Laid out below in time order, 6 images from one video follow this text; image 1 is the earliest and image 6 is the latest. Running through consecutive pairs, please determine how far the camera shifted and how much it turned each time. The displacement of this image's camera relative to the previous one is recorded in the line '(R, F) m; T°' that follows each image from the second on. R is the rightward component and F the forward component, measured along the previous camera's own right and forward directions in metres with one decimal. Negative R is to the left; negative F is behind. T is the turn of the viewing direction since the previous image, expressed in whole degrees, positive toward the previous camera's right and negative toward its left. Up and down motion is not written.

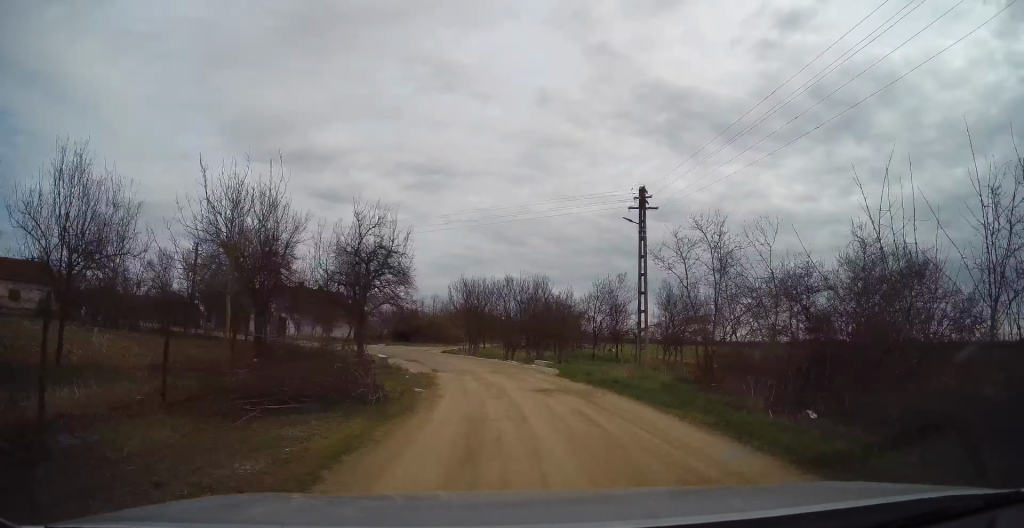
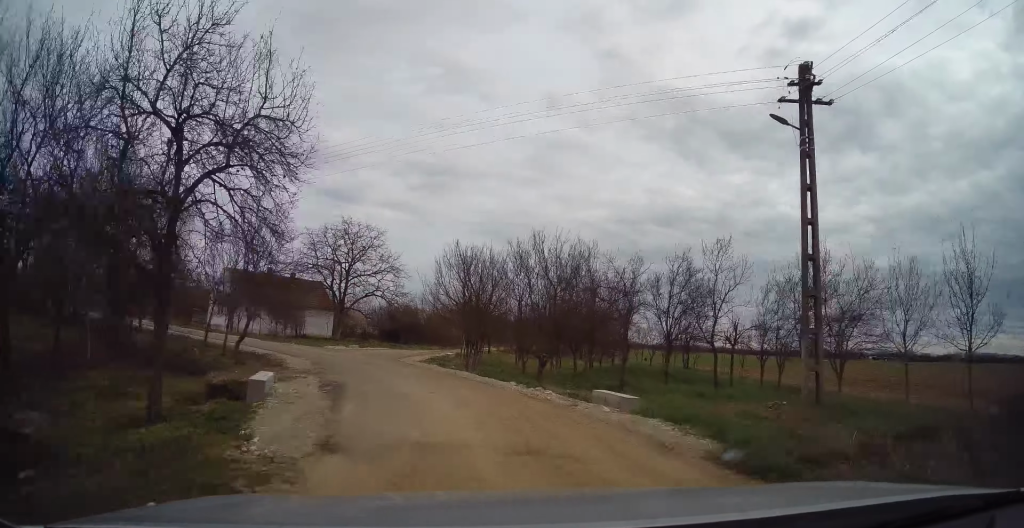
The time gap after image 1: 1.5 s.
(+0.5, +11.9) m; +2°
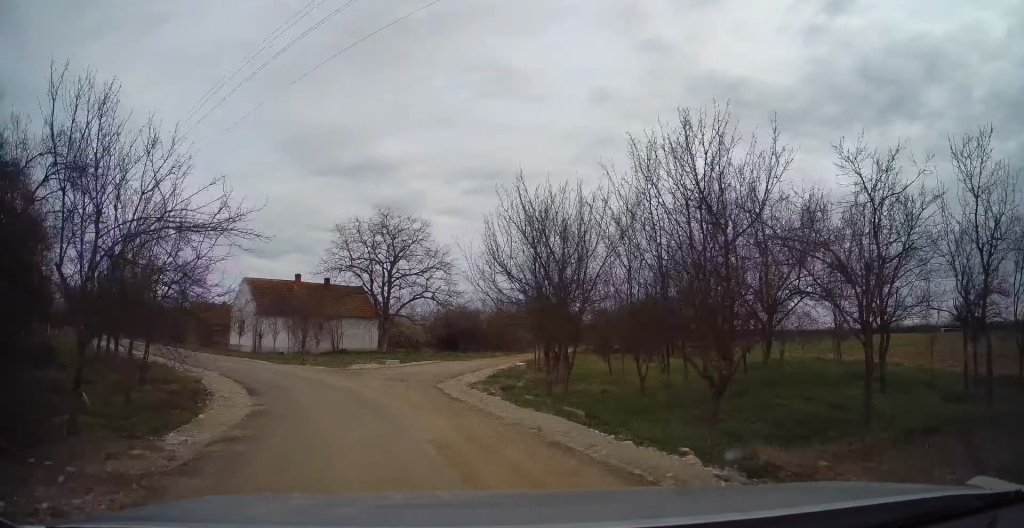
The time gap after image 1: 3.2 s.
(-0.3, +10.3) m; -7°
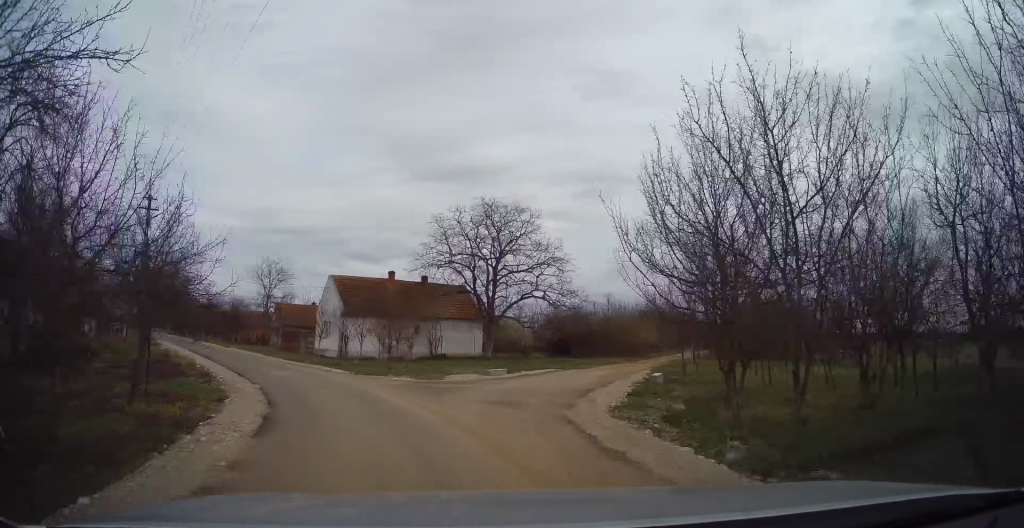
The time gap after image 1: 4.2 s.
(-0.6, +5.5) m; -9°
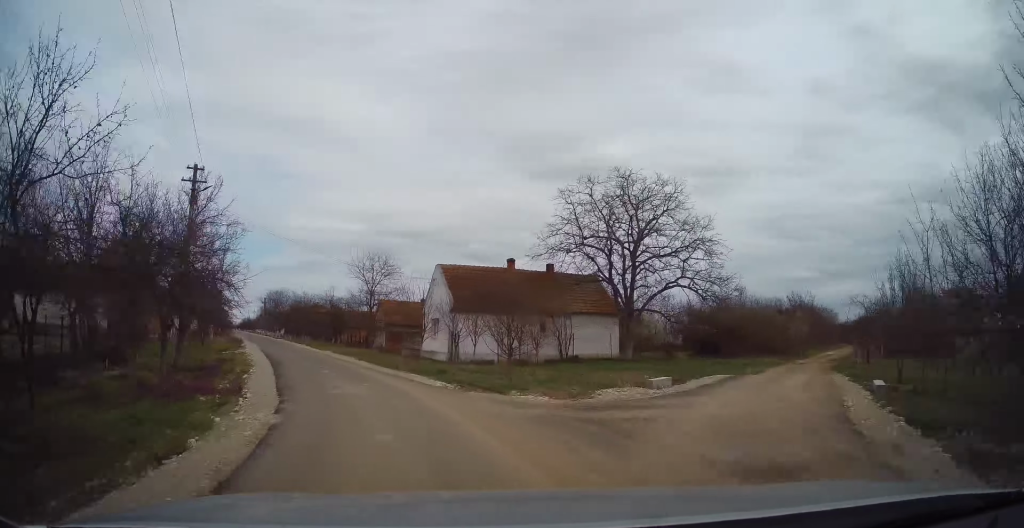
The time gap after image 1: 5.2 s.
(-0.4, +6.3) m; -17°
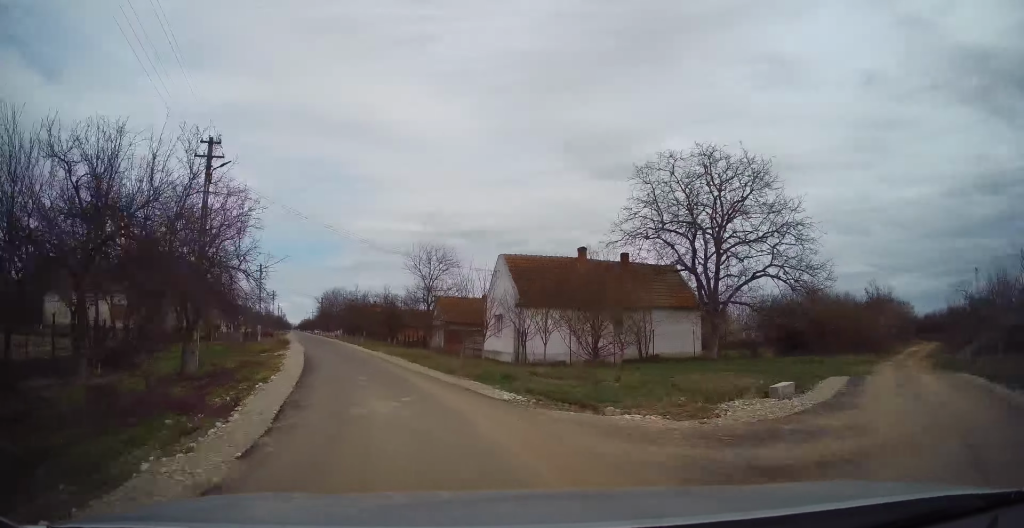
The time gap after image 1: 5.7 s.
(-0.7, +3.6) m; -7°
